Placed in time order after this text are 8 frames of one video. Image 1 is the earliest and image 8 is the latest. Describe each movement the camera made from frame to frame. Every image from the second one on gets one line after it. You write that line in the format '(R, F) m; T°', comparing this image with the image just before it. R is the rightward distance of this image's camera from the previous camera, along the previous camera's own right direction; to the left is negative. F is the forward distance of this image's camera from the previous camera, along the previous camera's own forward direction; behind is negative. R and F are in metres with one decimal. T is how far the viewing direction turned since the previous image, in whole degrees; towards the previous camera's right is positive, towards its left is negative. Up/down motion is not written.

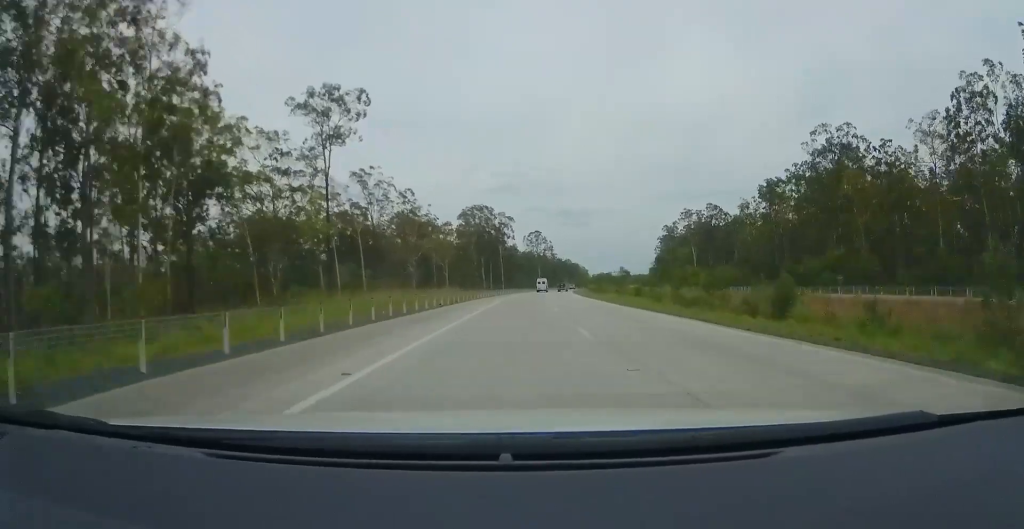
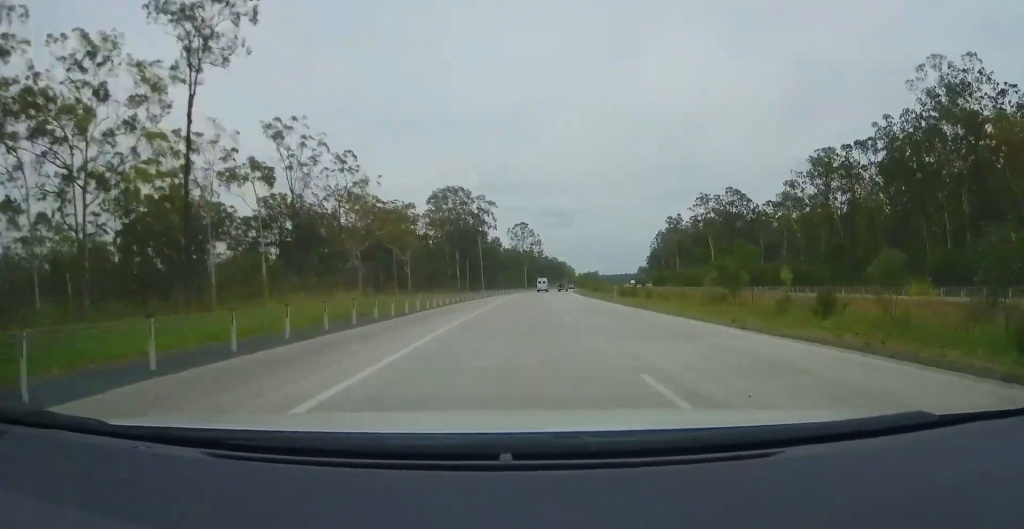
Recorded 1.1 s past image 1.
(+1.0, +32.9) m; +1°
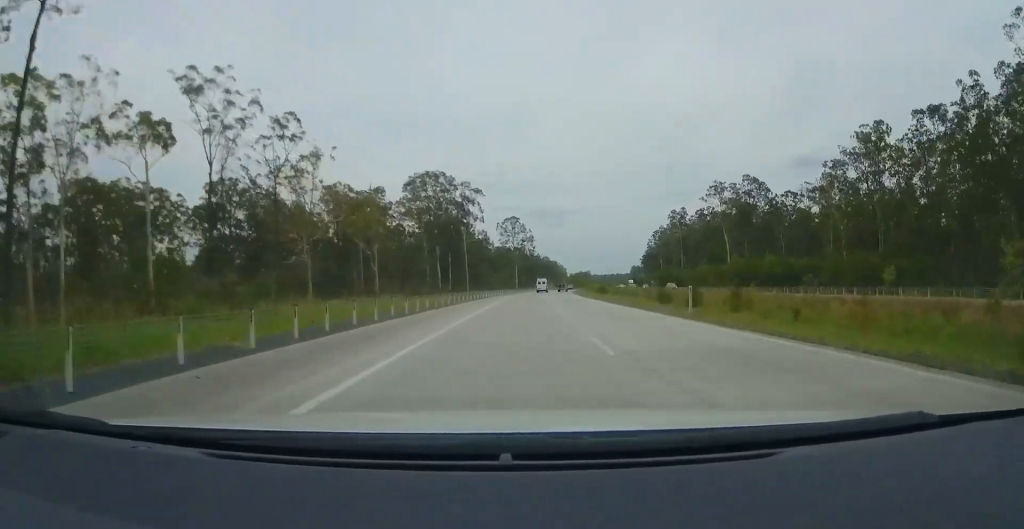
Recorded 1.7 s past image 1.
(-0.3, +19.4) m; 0°
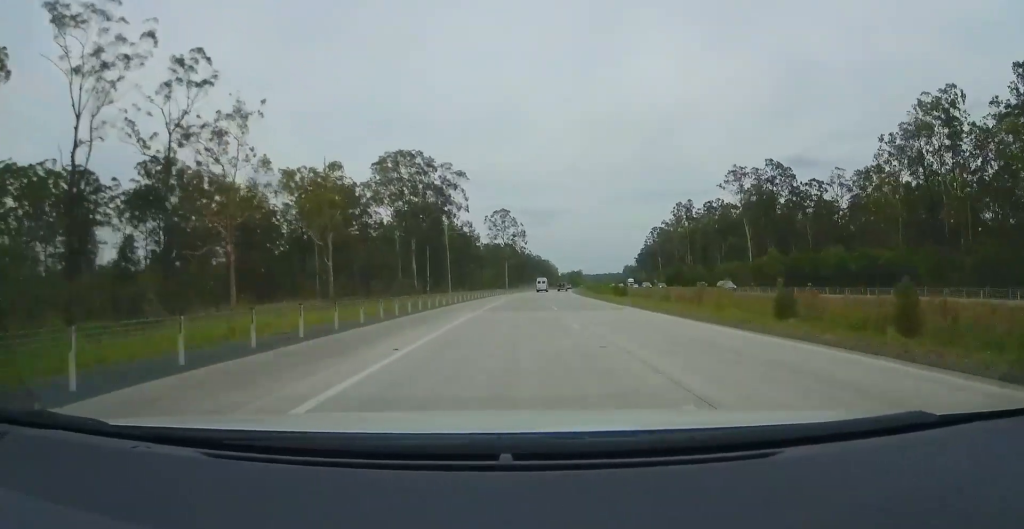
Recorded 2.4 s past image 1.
(-0.1, +19.4) m; +1°
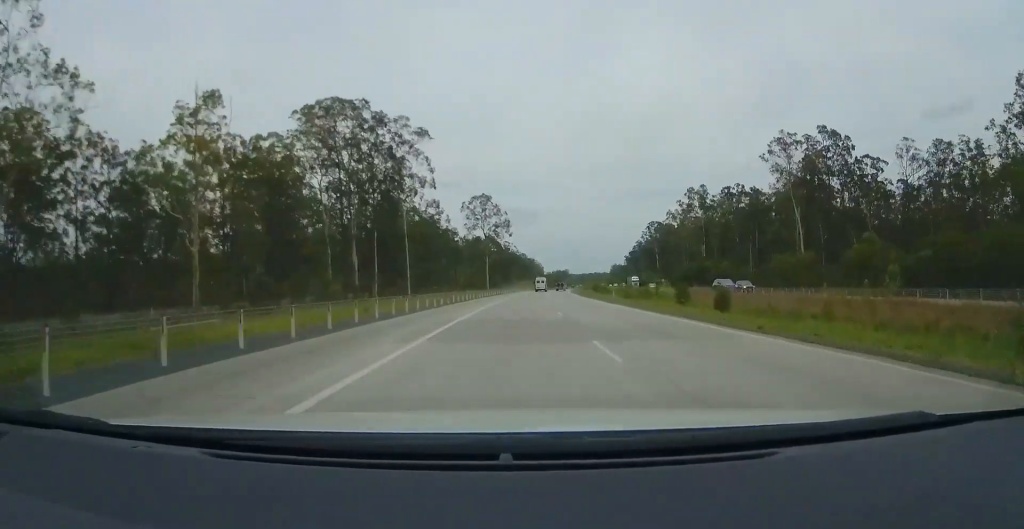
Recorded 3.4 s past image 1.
(+0.7, +30.4) m; +3°
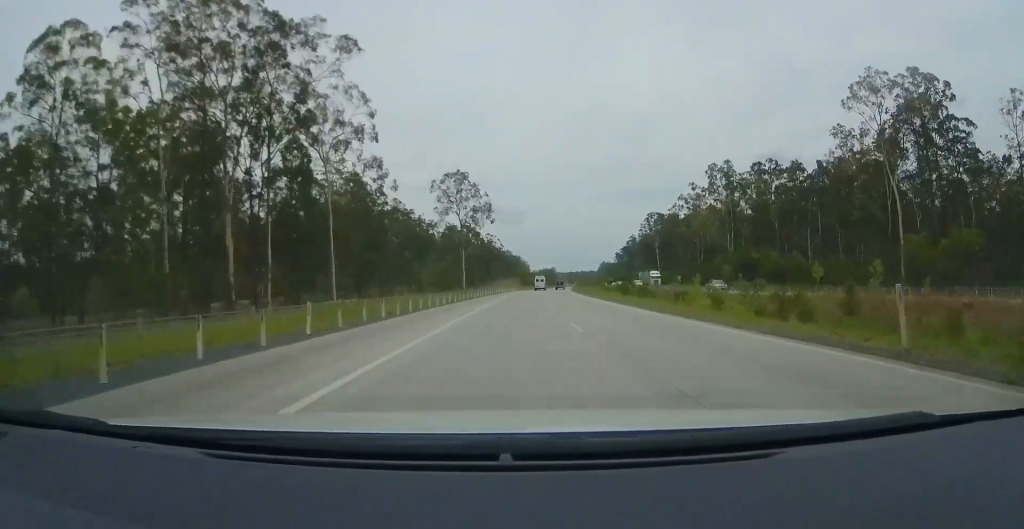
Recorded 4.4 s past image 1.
(+0.9, +31.8) m; +2°
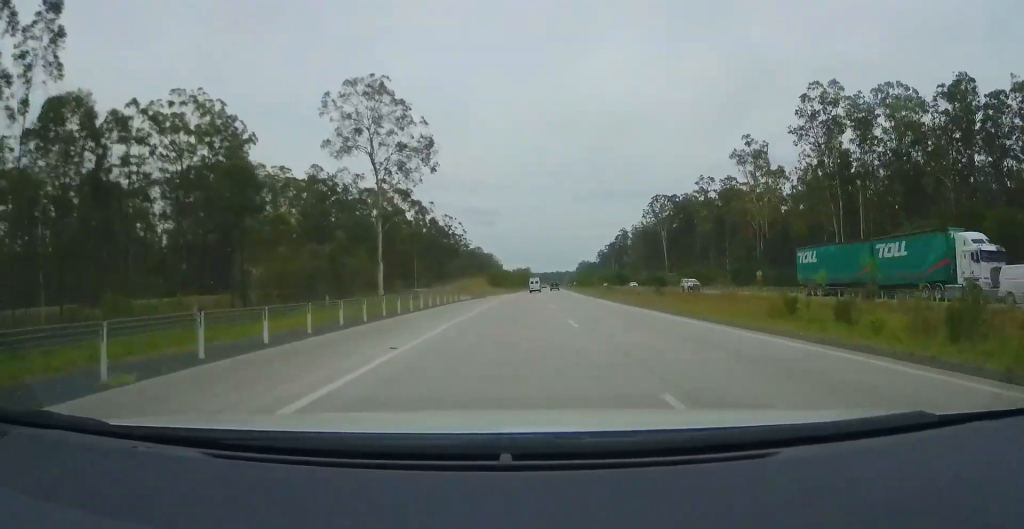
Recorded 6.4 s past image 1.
(-0.1, +59.9) m; 0°
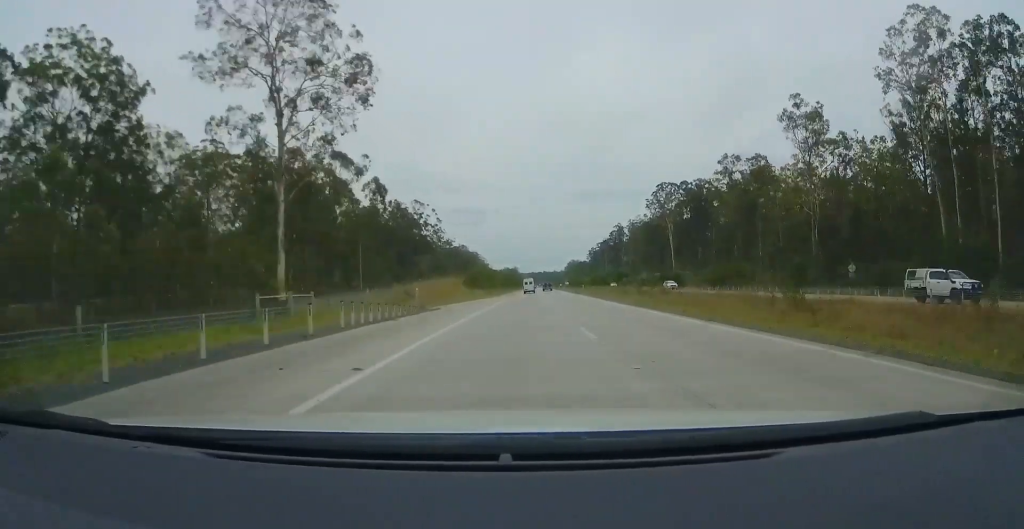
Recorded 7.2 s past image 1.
(+0.3, +26.7) m; +1°
